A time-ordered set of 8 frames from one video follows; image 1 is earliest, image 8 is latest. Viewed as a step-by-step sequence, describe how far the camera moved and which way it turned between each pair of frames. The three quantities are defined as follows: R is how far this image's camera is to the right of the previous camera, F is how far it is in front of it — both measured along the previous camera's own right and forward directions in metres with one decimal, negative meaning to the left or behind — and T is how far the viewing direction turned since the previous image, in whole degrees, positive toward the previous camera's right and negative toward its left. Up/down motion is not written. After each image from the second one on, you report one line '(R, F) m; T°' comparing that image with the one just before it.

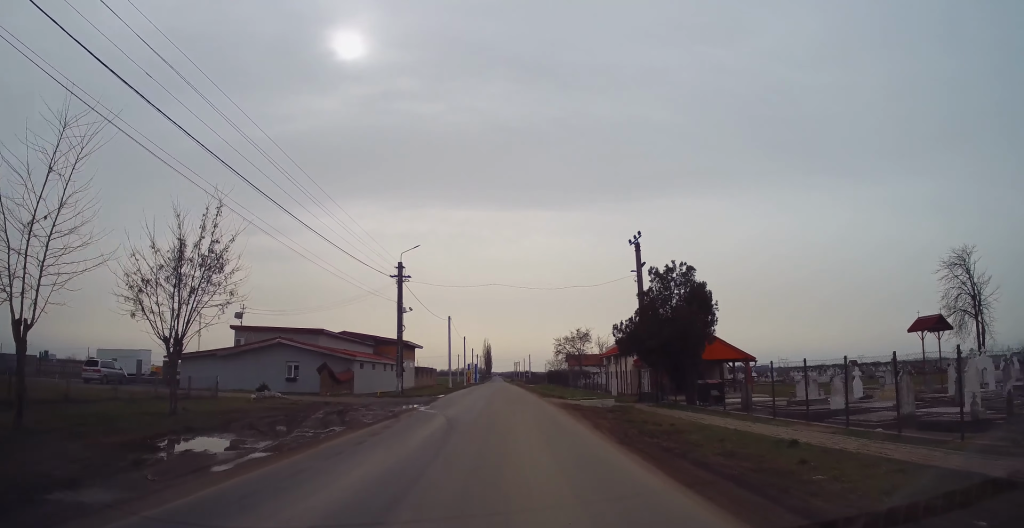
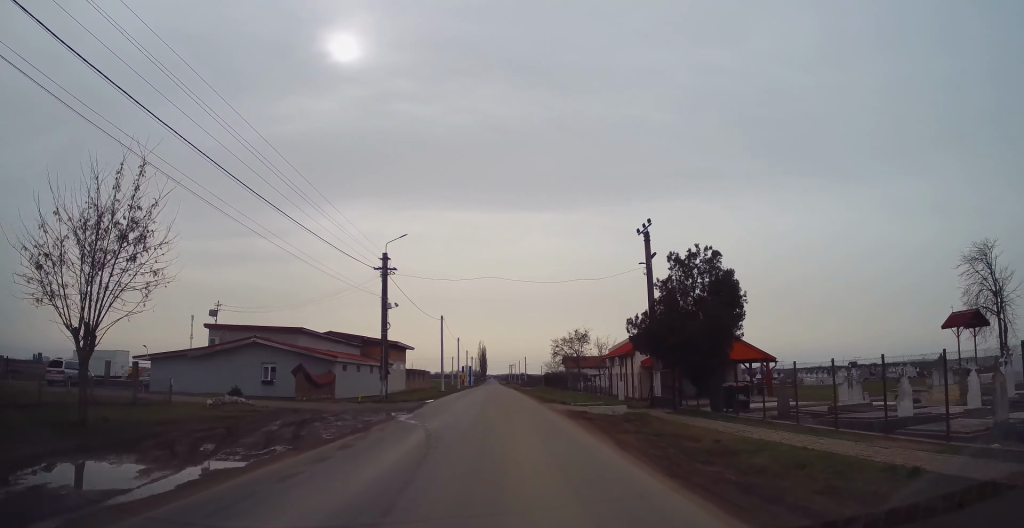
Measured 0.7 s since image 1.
(-0.1, +3.4) m; 0°
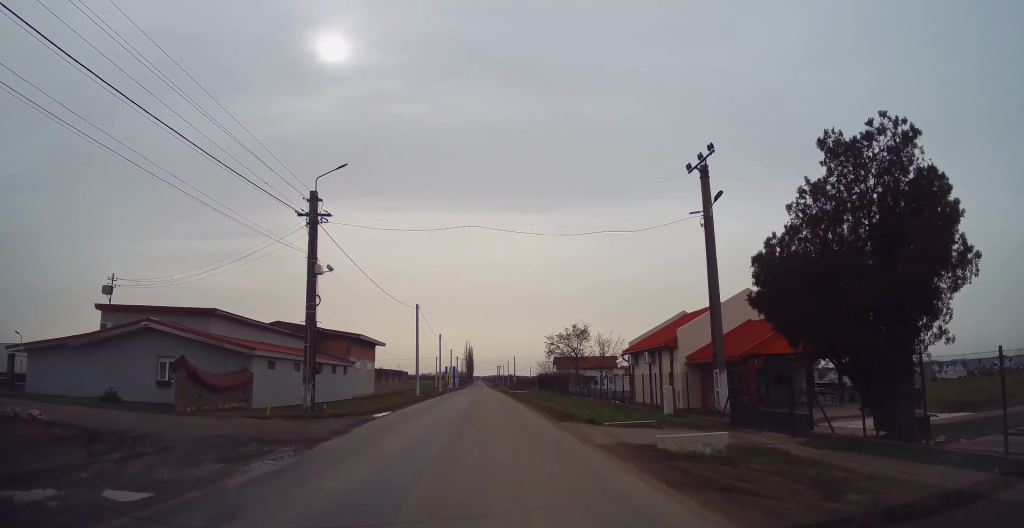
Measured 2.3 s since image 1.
(+0.1, +10.5) m; +1°
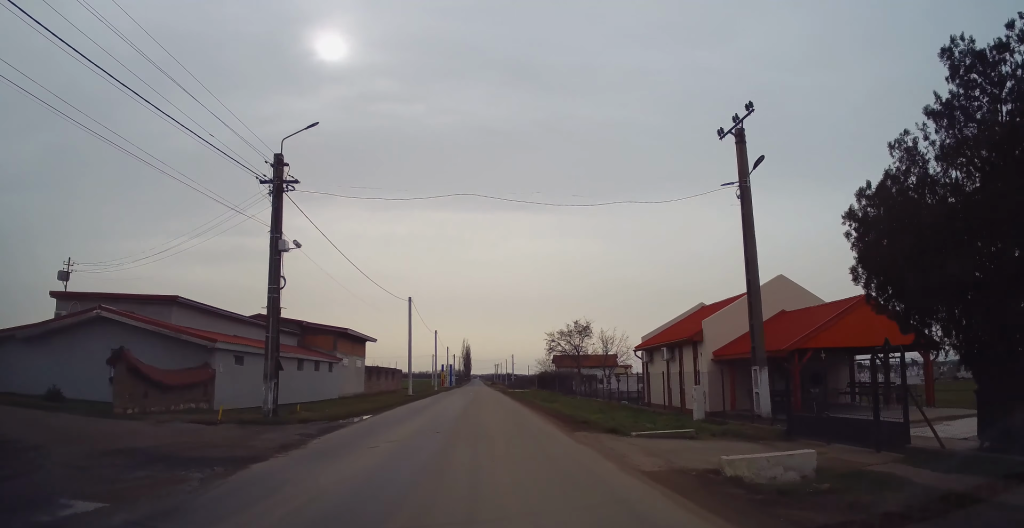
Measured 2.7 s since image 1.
(-0.1, +3.1) m; 0°
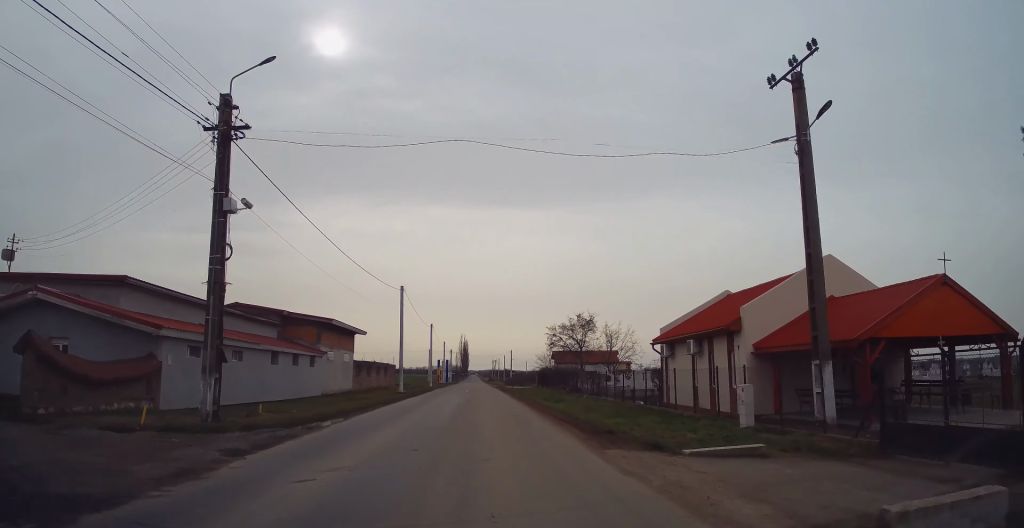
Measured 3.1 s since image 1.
(0.0, +3.8) m; 0°
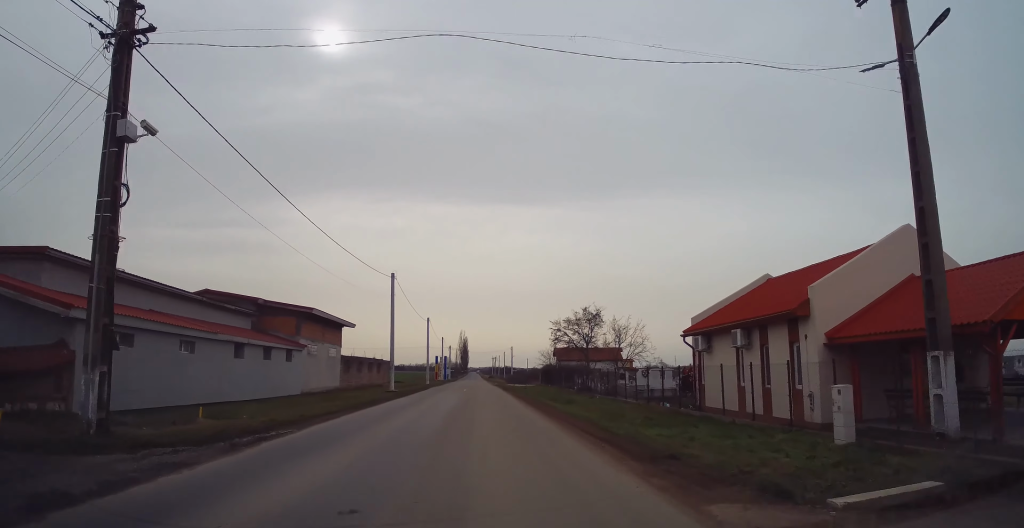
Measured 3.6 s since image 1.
(+0.1, +4.6) m; +1°
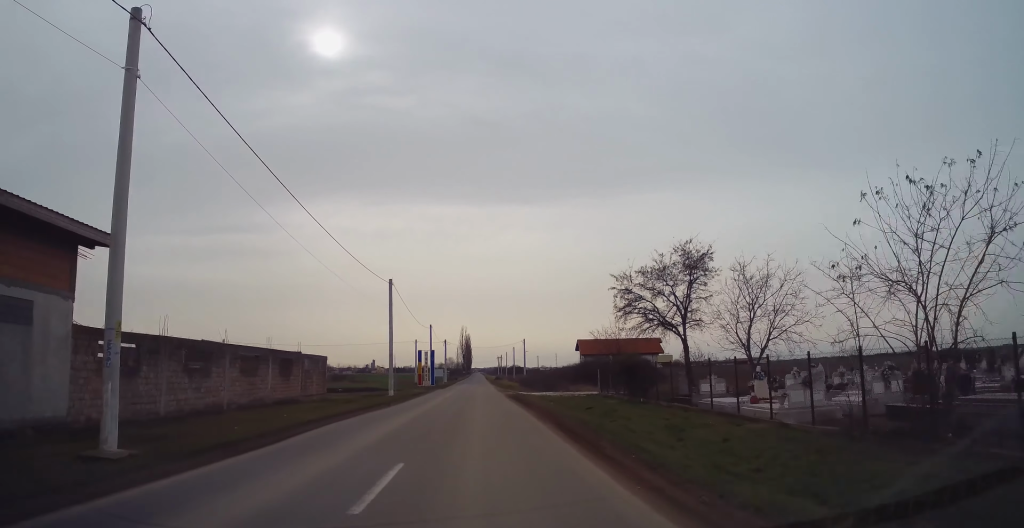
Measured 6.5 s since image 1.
(-0.1, +32.4) m; -2°
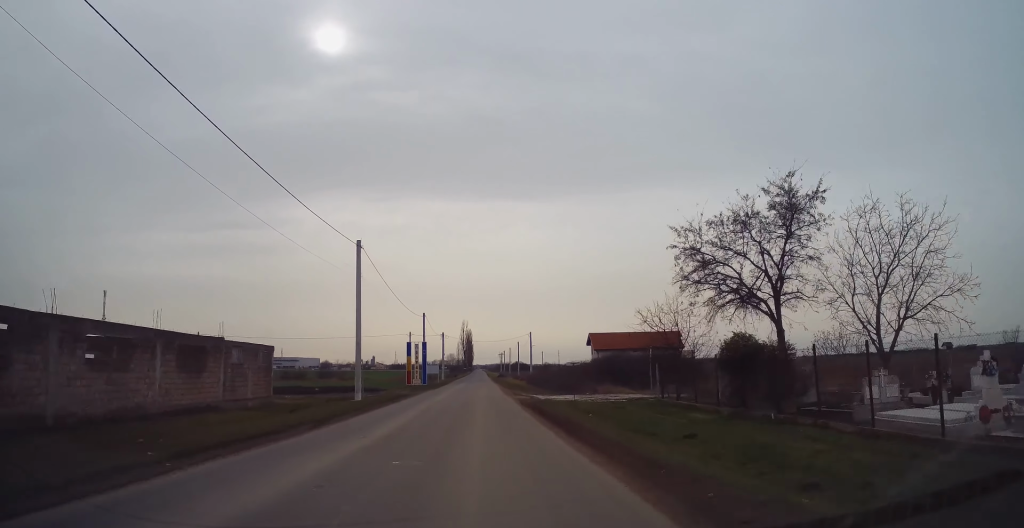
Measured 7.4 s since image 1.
(-0.1, +11.8) m; 0°
